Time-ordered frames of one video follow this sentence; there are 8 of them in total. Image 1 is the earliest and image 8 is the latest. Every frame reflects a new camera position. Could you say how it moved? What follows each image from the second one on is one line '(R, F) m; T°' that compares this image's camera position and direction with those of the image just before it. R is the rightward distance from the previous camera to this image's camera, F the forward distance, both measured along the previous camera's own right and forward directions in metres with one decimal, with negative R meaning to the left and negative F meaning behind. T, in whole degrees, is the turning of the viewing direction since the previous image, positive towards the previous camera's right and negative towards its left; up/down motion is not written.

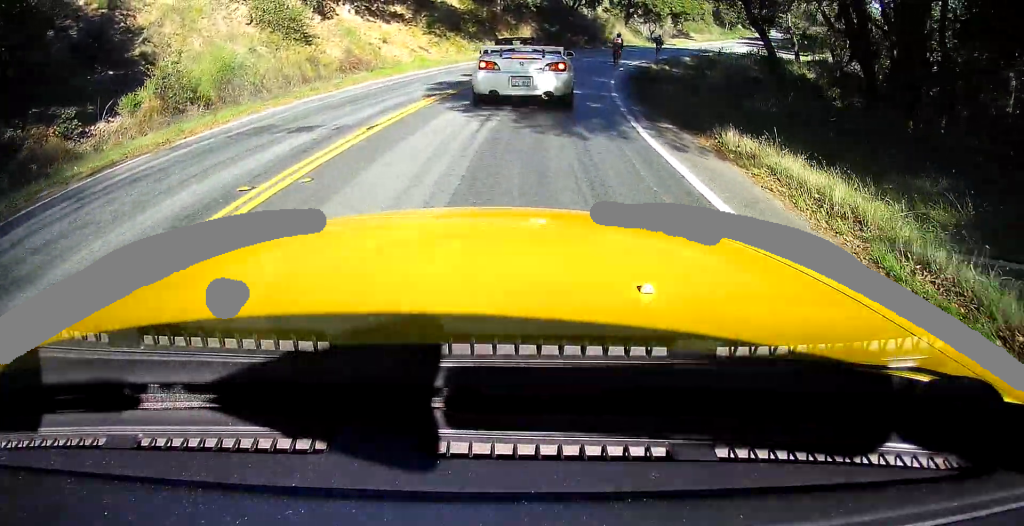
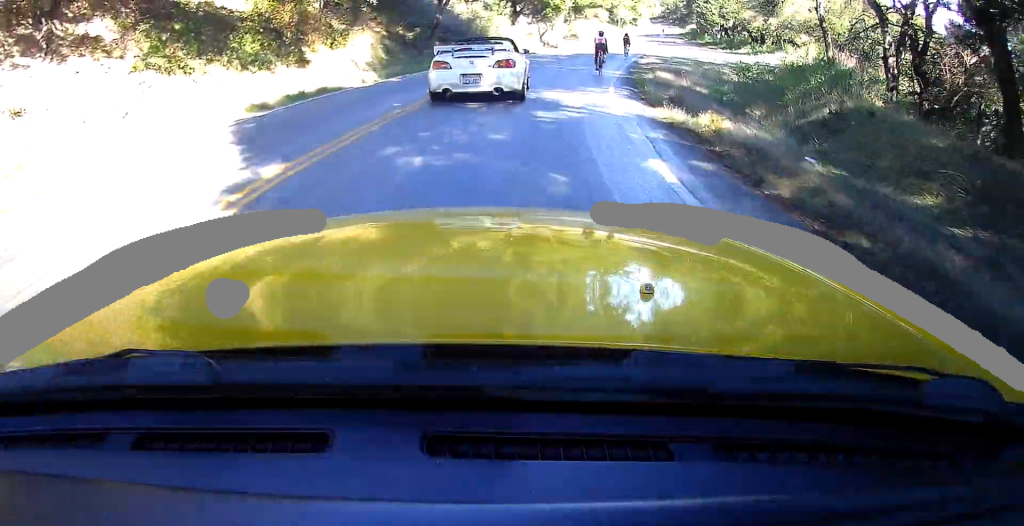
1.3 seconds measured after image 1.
(+2.3, +19.3) m; +18°
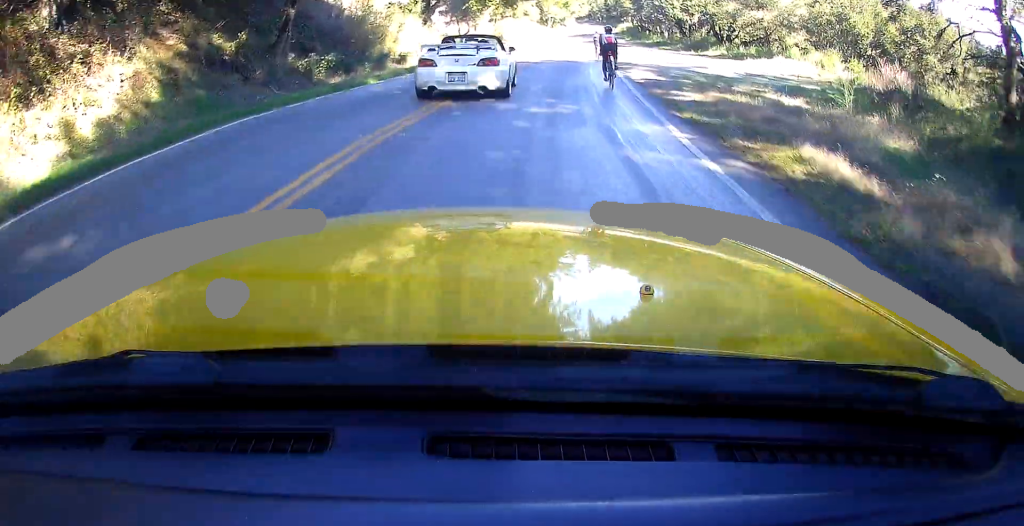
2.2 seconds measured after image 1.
(+1.8, +13.2) m; +11°
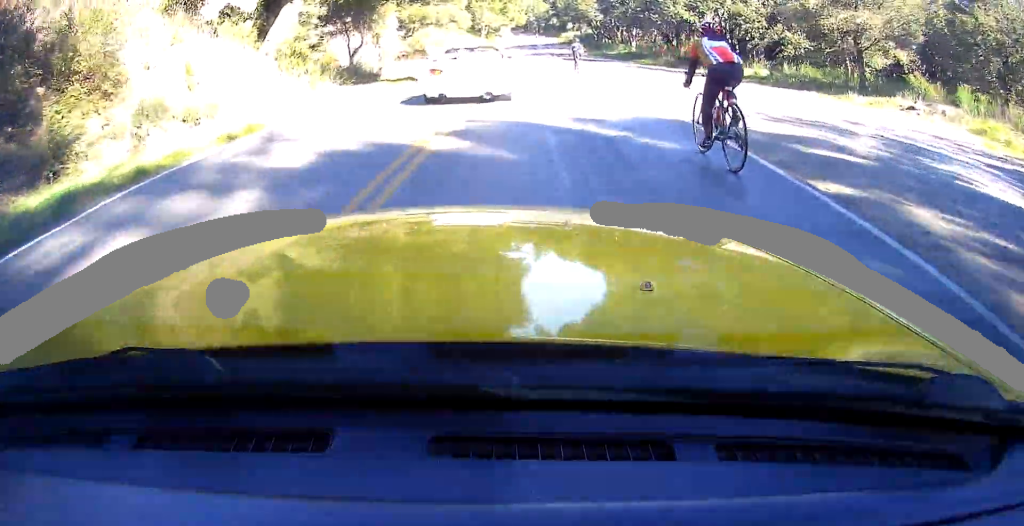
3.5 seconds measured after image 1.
(+1.6, +20.7) m; +6°
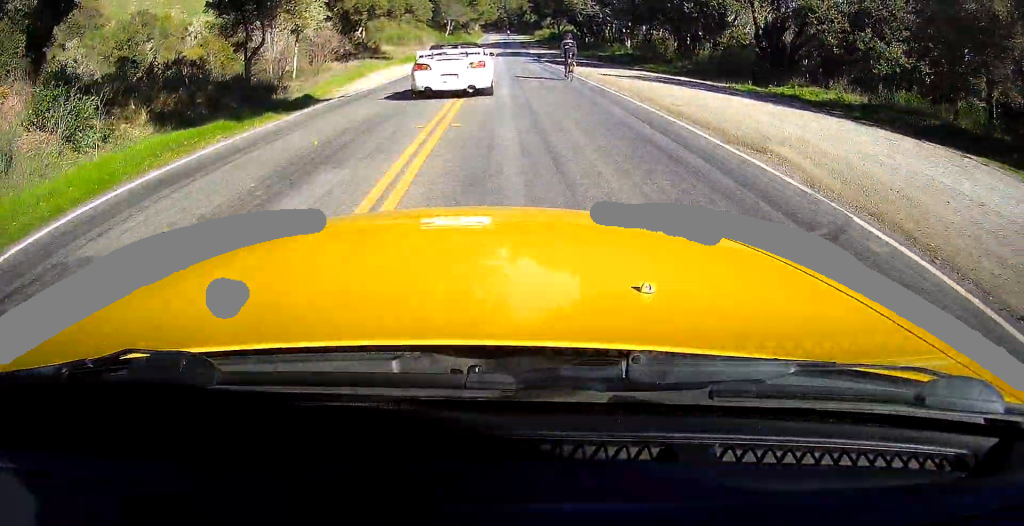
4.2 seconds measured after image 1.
(0.0, +12.8) m; +3°
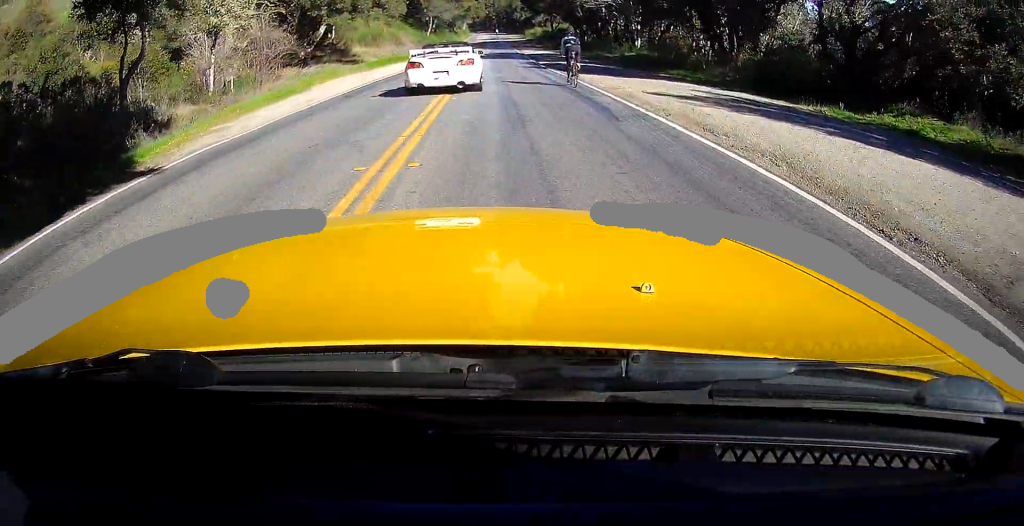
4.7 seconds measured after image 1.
(+0.1, +9.4) m; +2°
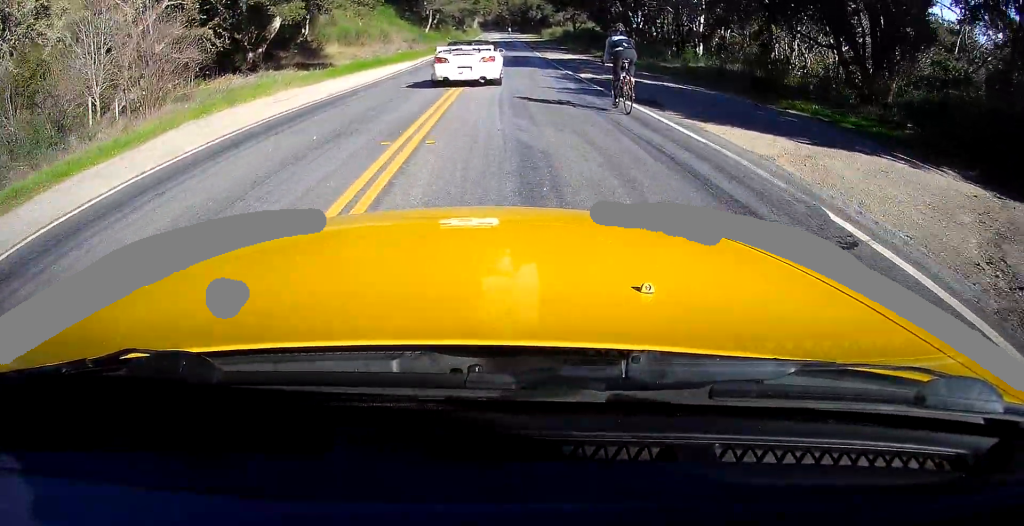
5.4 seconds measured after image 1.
(+0.9, +13.7) m; +2°
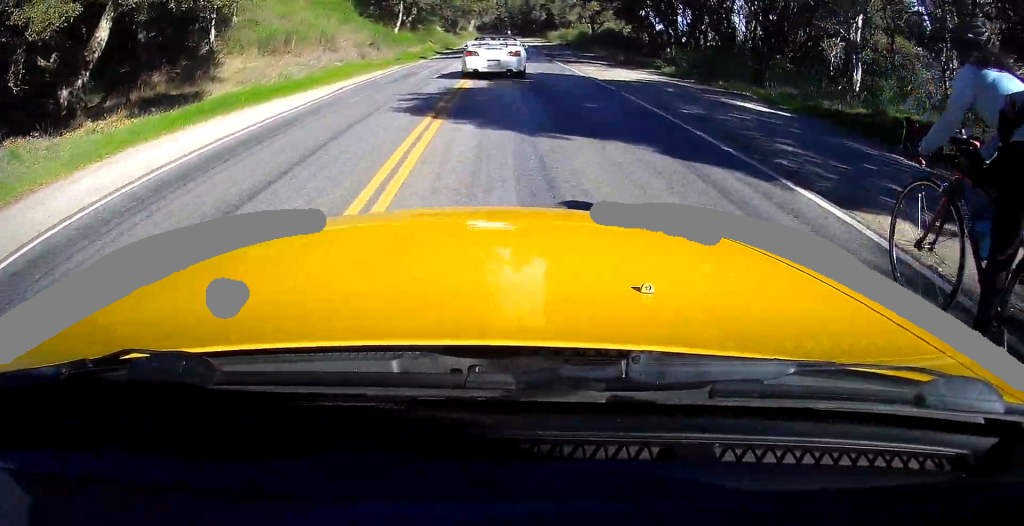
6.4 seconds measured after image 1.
(-0.5, +18.4) m; 0°
